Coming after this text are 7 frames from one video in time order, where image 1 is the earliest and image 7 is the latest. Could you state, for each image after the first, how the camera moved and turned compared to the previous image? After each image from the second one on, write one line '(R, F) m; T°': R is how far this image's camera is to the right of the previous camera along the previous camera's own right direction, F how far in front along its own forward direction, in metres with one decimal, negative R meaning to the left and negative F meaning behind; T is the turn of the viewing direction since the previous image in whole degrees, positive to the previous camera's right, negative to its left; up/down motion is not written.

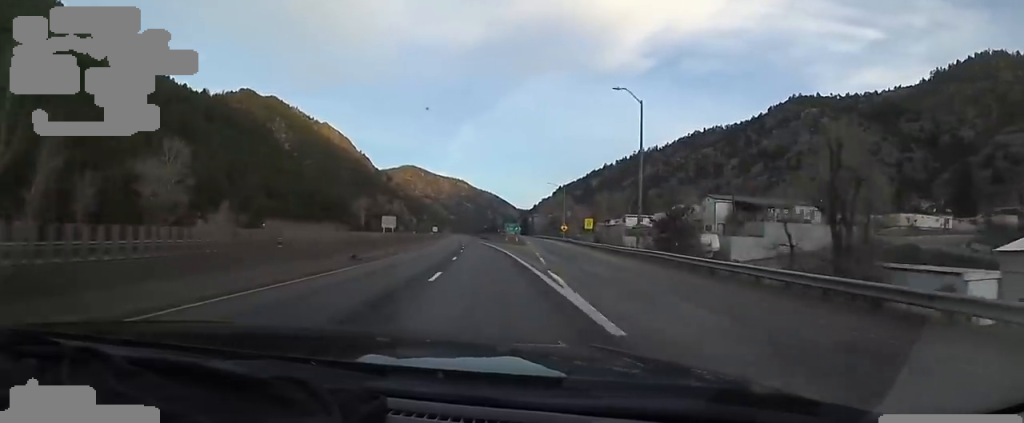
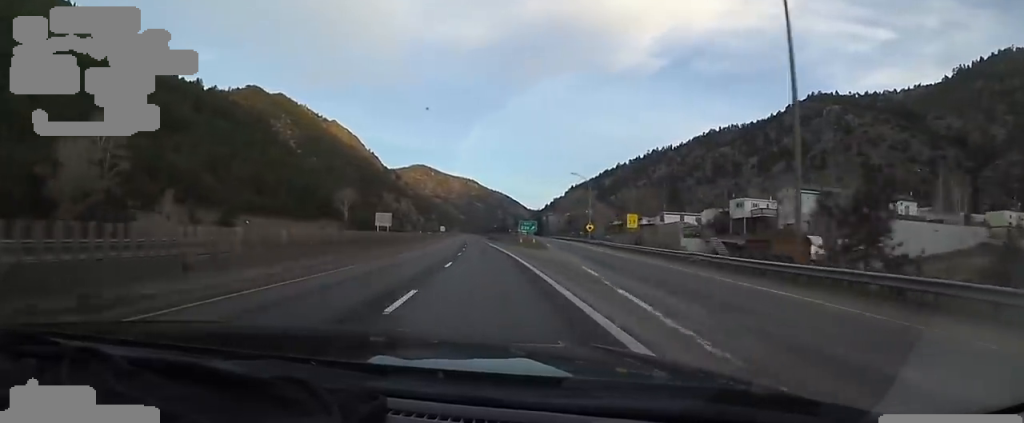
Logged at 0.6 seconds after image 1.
(-0.8, +17.4) m; -3°
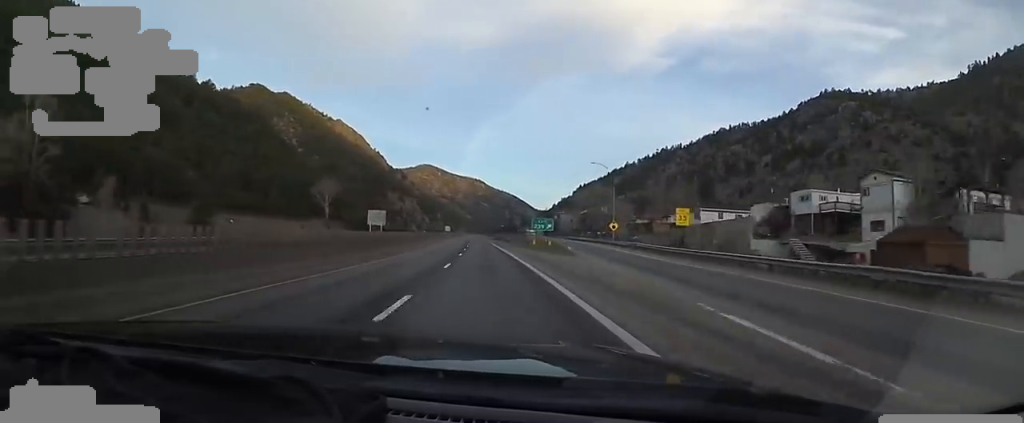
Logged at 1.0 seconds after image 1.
(0.0, +12.6) m; -2°
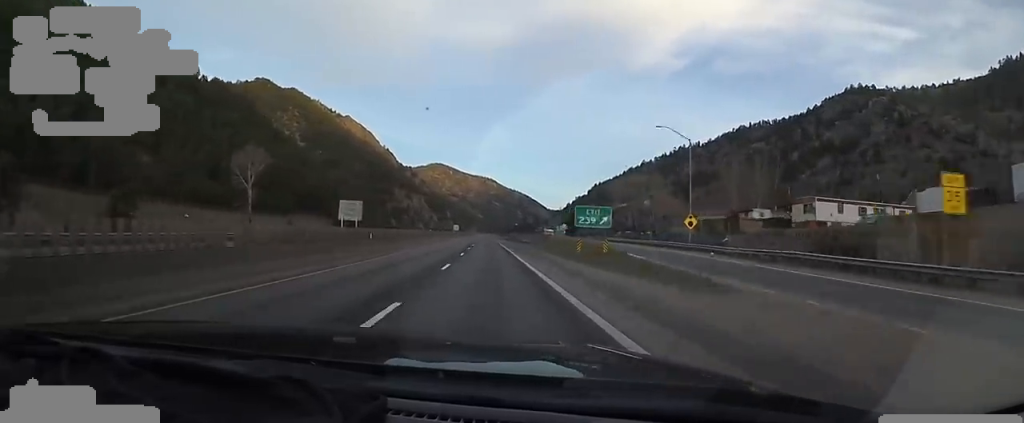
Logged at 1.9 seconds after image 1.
(-1.3, +25.1) m; 0°
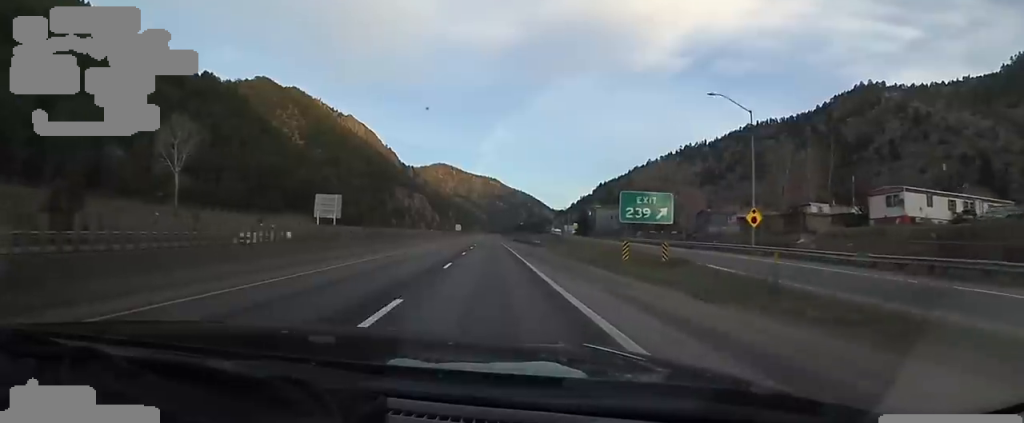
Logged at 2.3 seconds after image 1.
(+0.4, +11.6) m; +1°
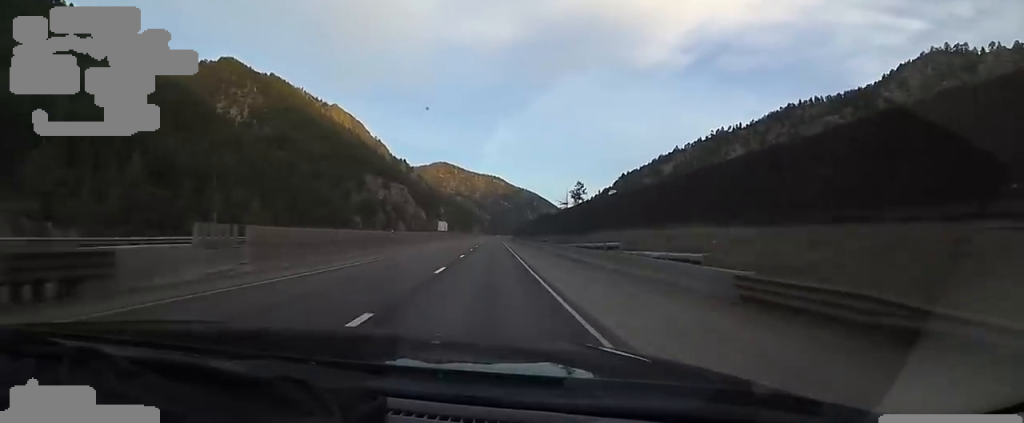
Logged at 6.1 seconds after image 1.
(+0.8, +110.0) m; +2°
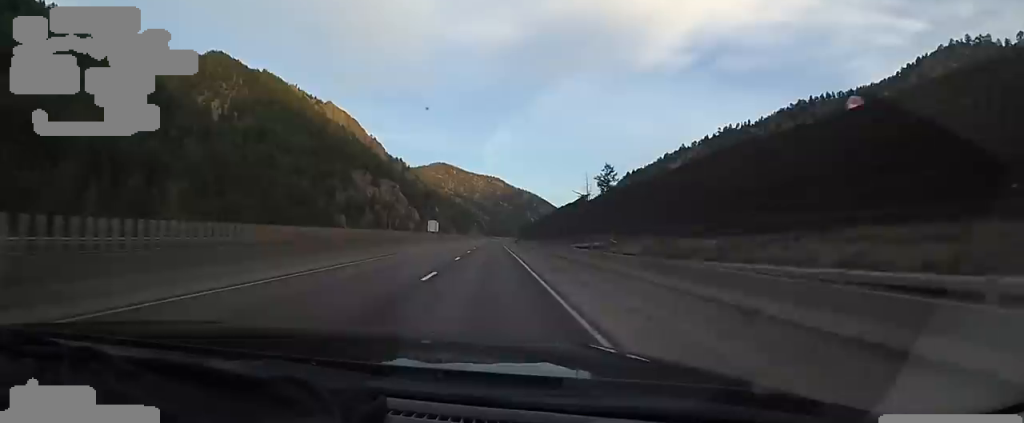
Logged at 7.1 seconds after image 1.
(-0.1, +28.0) m; -3°
